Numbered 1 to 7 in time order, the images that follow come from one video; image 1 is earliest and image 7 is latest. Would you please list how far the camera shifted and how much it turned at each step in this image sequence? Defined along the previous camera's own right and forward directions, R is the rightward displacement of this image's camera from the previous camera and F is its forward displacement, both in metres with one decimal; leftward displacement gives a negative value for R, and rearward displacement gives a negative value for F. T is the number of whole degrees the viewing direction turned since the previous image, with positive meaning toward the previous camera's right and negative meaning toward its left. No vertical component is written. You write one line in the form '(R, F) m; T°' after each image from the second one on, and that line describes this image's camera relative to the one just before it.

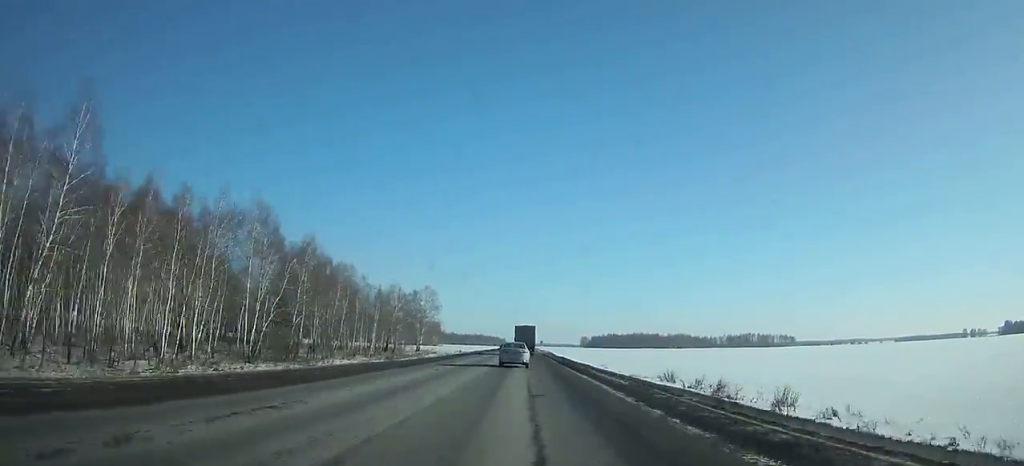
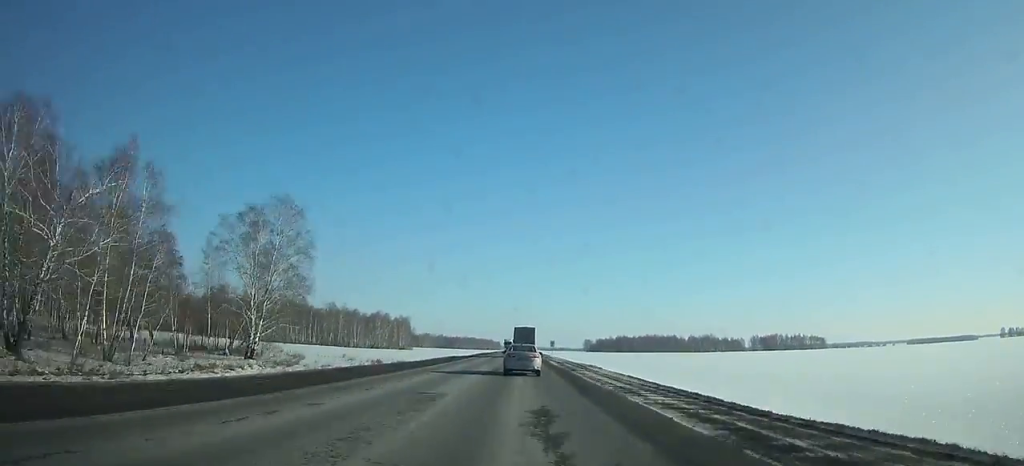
(+0.1, +97.6) m; 0°
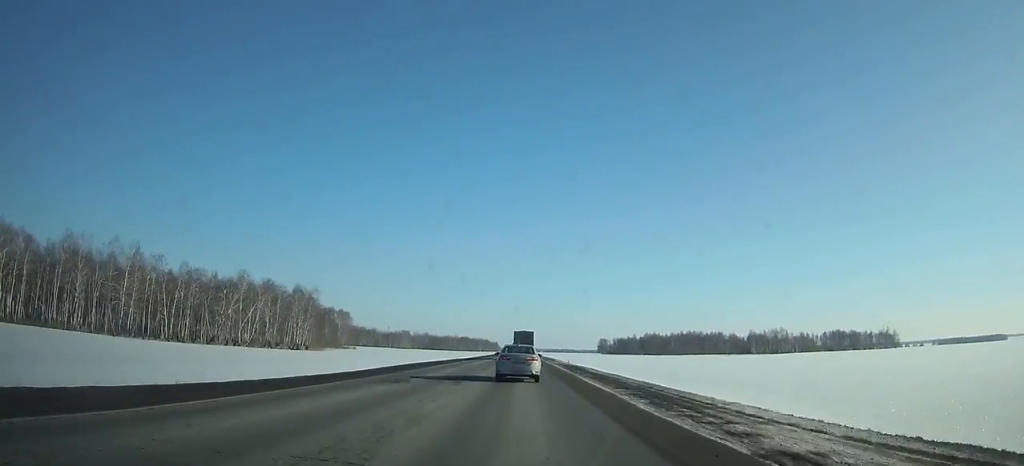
(+0.1, +144.5) m; 0°
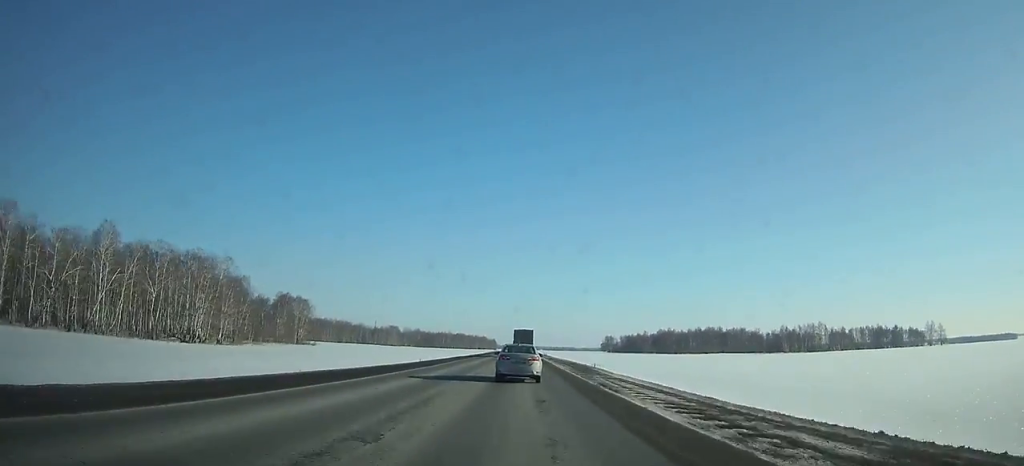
(0.0, +52.3) m; 0°
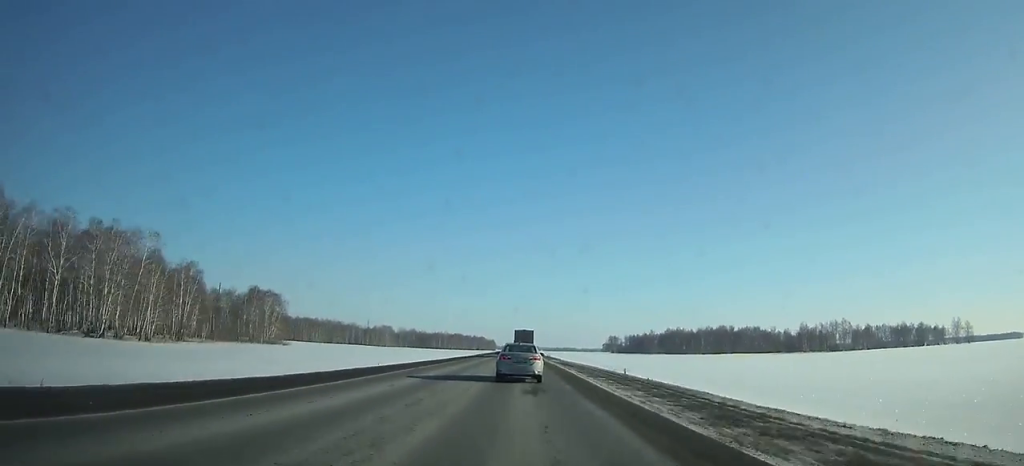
(0.0, +26.1) m; 0°
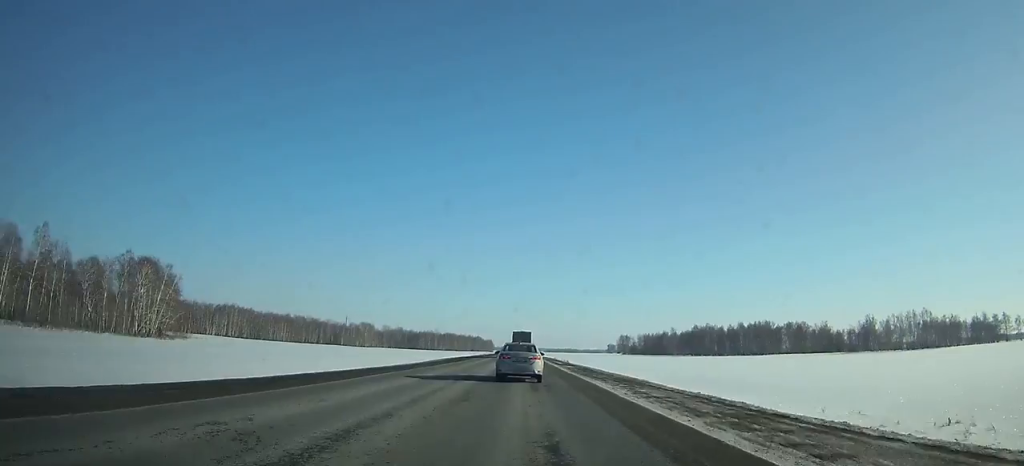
(0.0, +67.1) m; 0°
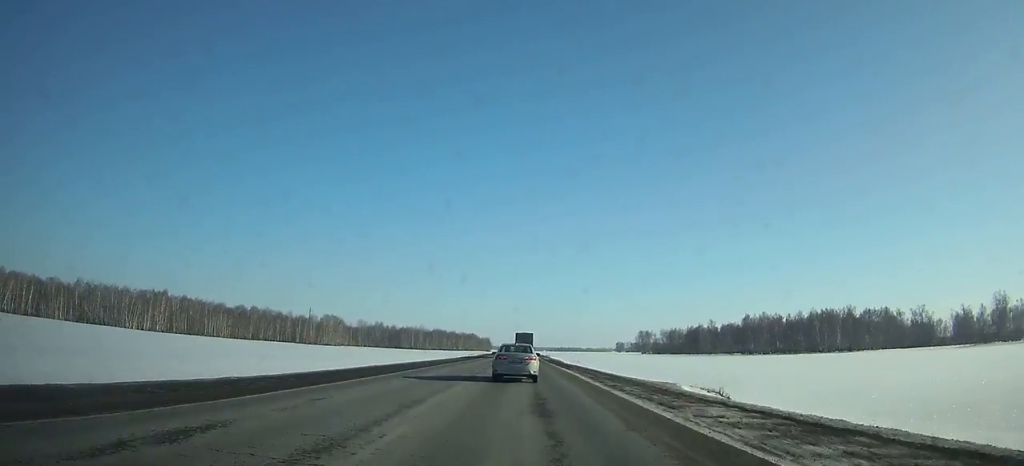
(+0.1, +84.3) m; 0°
